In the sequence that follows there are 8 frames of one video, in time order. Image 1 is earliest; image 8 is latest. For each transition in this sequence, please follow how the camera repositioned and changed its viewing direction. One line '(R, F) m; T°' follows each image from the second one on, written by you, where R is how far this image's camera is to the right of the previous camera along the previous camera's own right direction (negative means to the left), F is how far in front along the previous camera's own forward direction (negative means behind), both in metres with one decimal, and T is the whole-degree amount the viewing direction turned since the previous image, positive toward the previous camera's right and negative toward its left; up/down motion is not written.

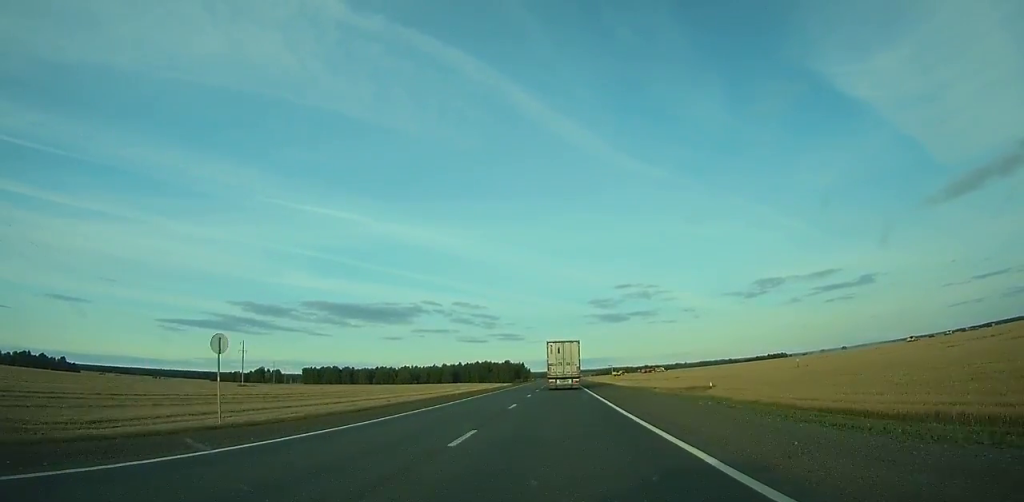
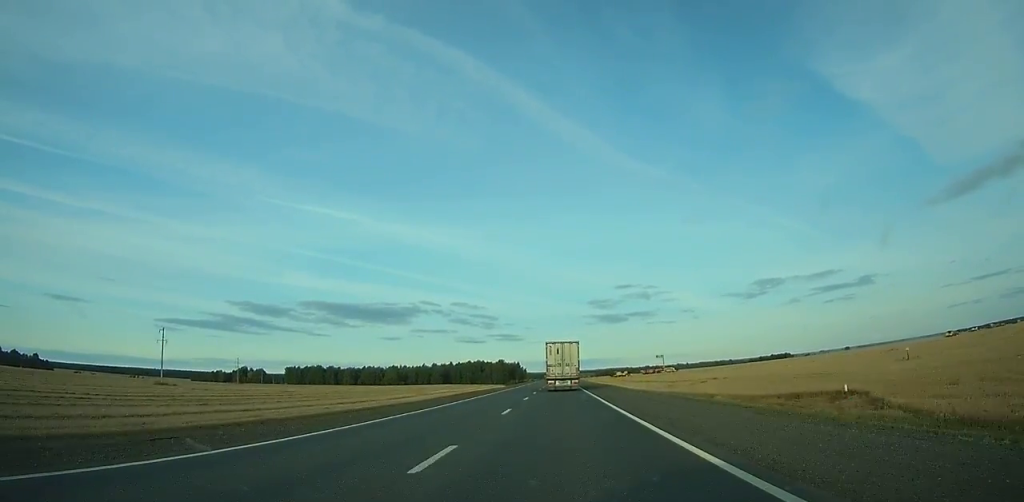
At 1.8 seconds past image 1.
(0.0, +39.9) m; 0°
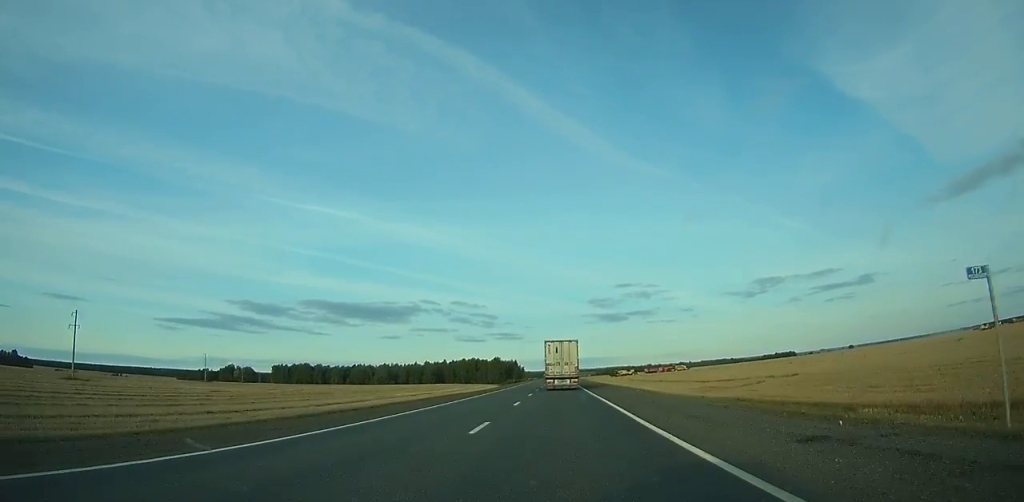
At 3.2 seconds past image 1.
(0.0, +30.0) m; 0°
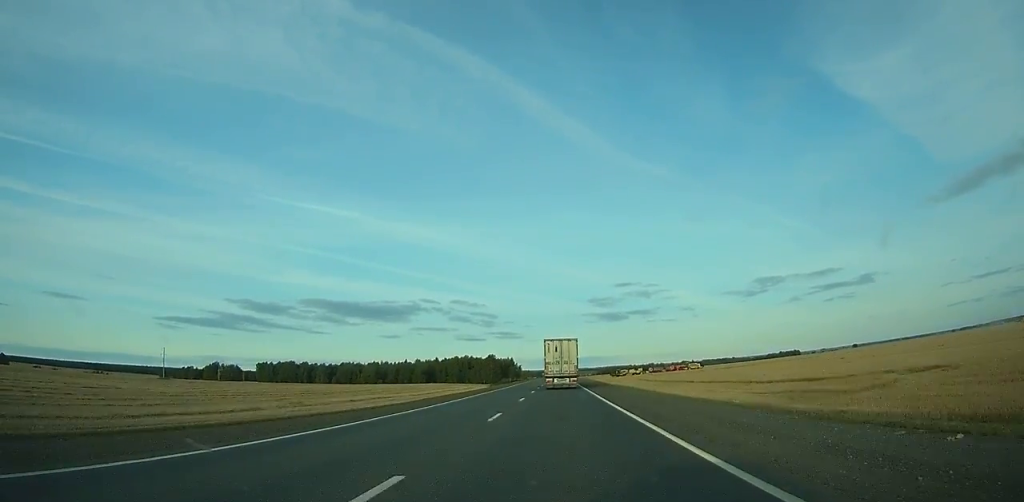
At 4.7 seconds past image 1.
(+0.1, +32.3) m; 0°
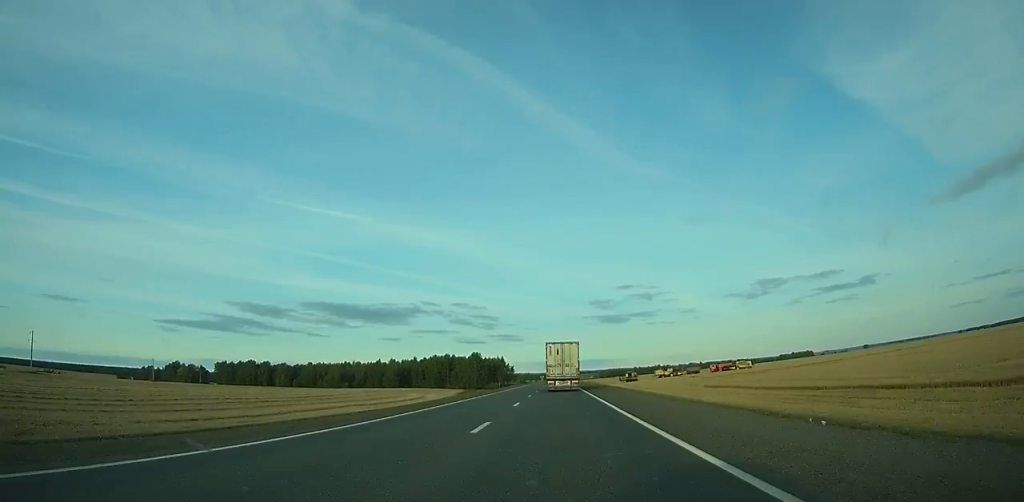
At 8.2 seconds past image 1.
(-0.1, +77.1) m; 0°
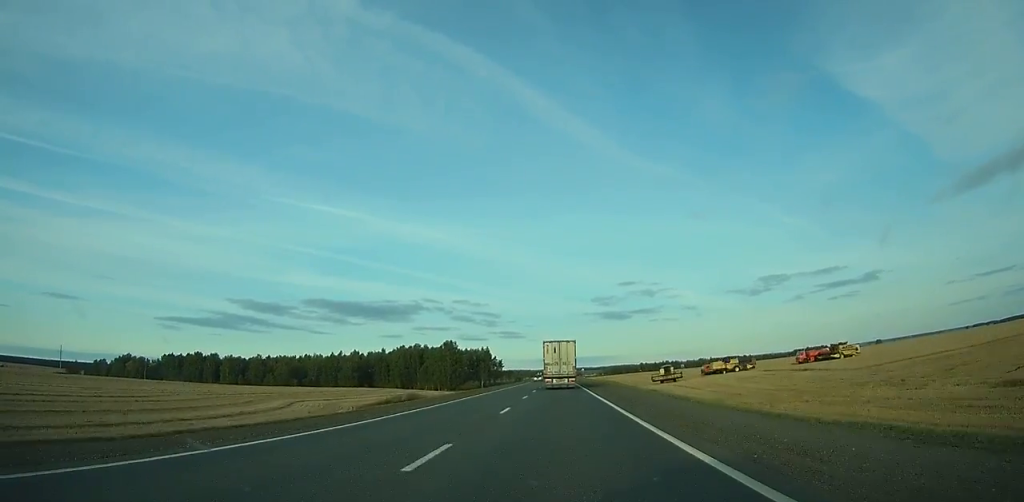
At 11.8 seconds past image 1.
(+0.1, +81.2) m; 0°
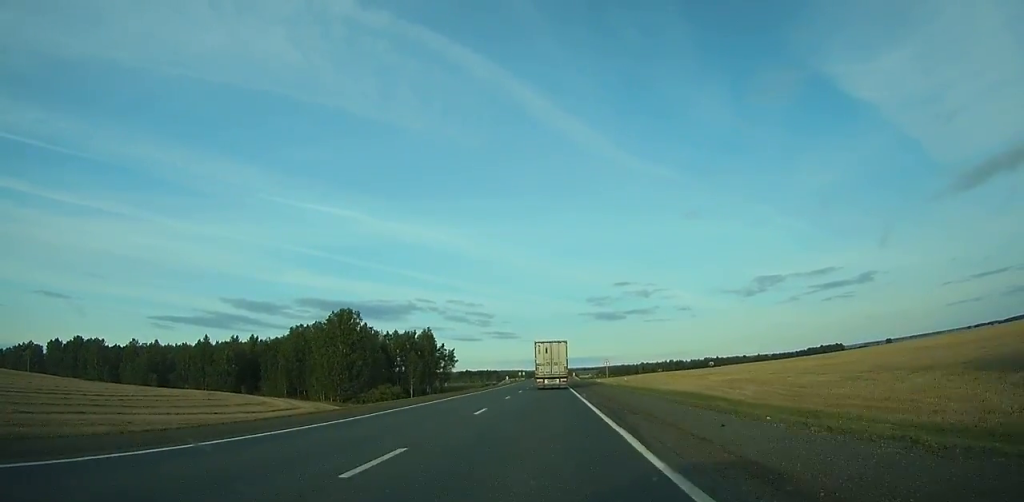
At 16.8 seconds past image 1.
(+0.4, +115.1) m; 0°
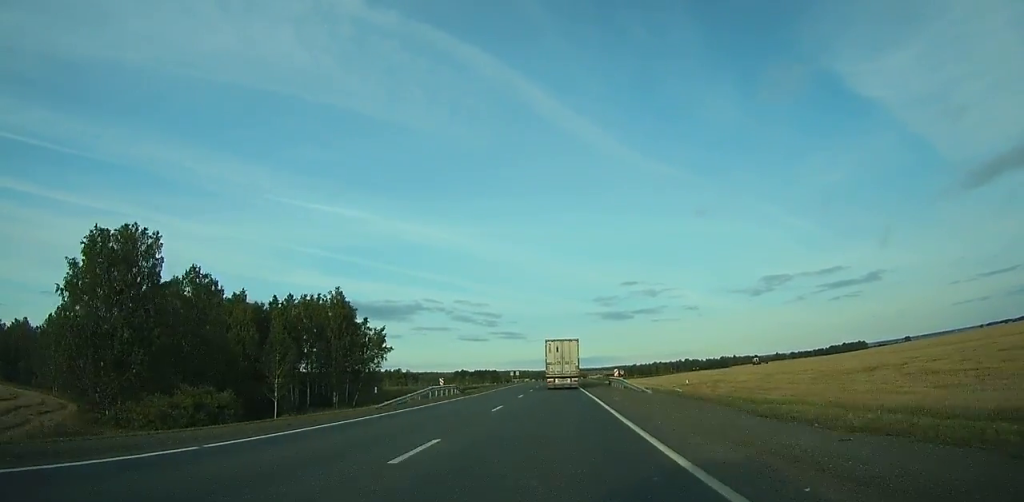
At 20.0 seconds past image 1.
(-0.1, +74.0) m; 0°
